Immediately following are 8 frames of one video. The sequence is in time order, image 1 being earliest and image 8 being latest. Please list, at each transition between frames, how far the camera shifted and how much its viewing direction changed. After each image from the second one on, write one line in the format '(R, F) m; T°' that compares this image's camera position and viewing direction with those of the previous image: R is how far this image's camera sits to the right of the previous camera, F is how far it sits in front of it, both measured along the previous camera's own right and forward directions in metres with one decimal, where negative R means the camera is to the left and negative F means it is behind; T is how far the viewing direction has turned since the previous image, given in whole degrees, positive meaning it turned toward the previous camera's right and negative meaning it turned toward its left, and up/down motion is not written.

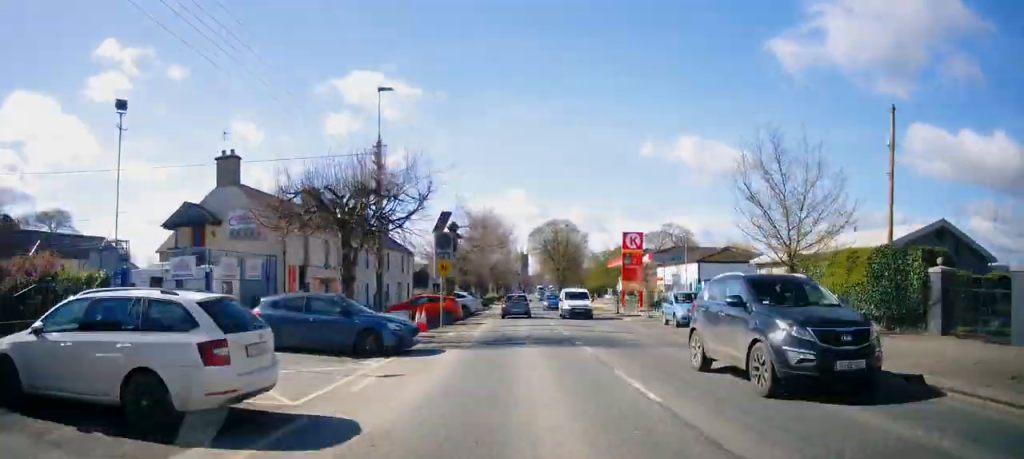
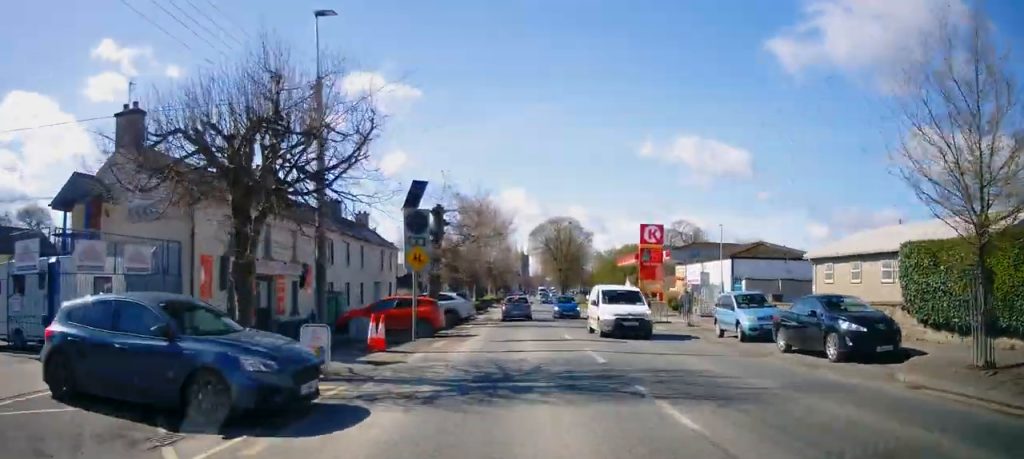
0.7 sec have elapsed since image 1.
(0.0, +7.5) m; 0°
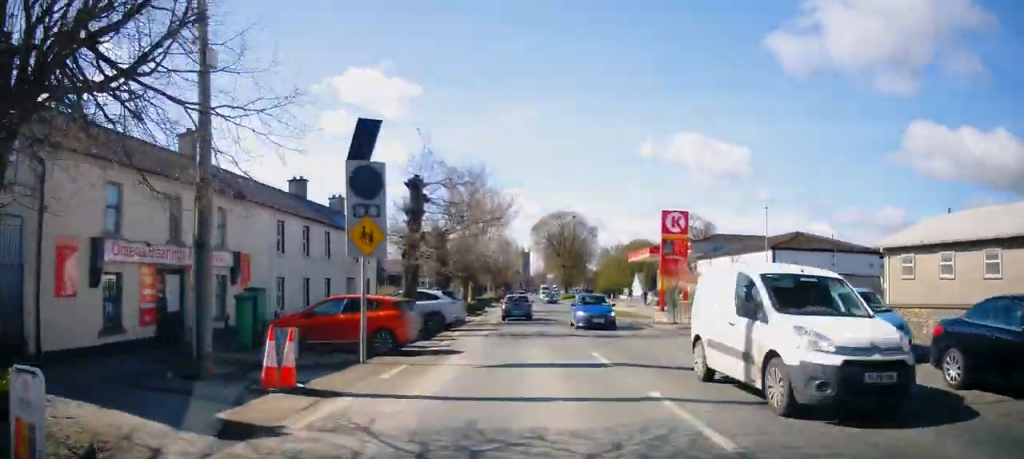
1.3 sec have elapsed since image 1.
(-0.1, +6.8) m; -1°
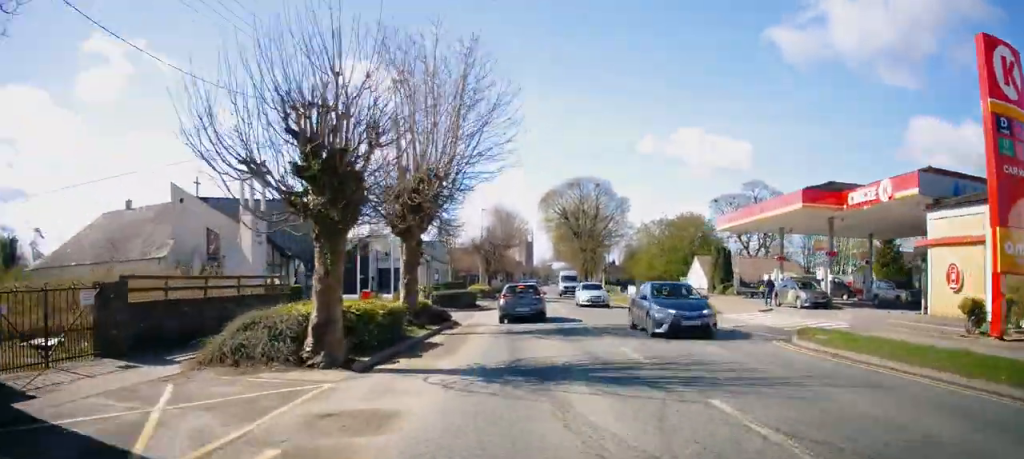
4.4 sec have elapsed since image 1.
(-0.1, +29.6) m; 0°
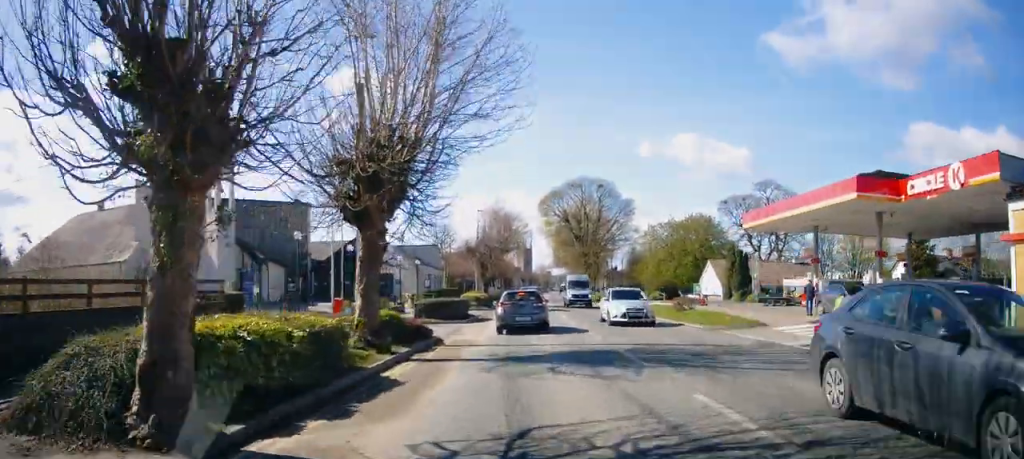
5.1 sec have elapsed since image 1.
(0.0, +4.9) m; 0°
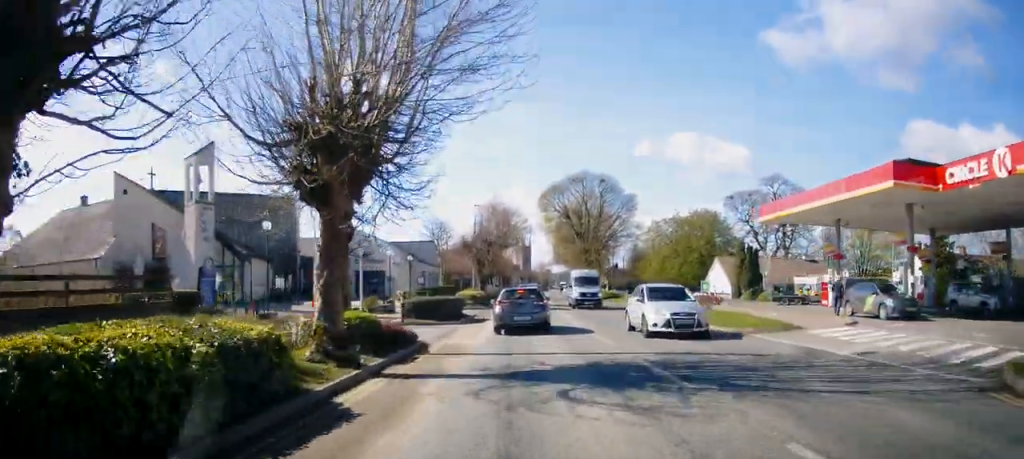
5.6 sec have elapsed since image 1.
(0.0, +2.7) m; 0°
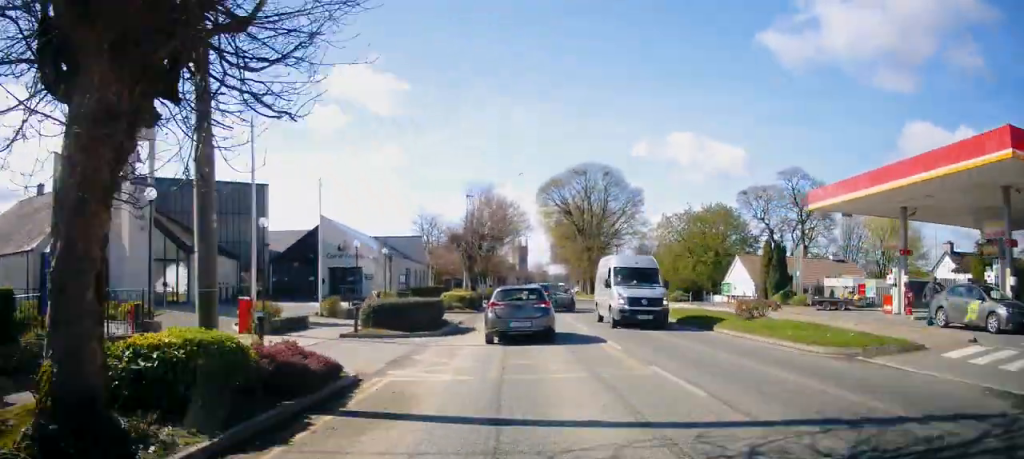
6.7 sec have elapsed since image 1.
(0.0, +6.1) m; +2°
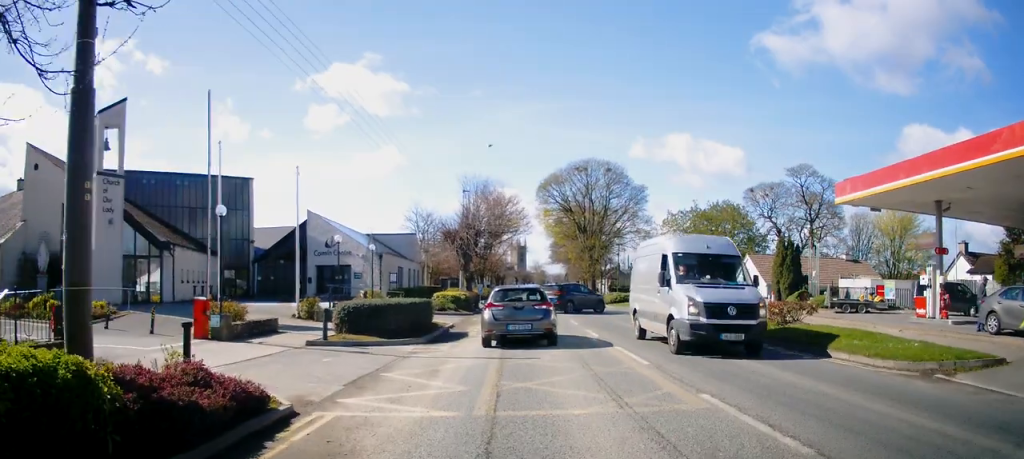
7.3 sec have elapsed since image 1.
(-0.1, +2.5) m; +2°
